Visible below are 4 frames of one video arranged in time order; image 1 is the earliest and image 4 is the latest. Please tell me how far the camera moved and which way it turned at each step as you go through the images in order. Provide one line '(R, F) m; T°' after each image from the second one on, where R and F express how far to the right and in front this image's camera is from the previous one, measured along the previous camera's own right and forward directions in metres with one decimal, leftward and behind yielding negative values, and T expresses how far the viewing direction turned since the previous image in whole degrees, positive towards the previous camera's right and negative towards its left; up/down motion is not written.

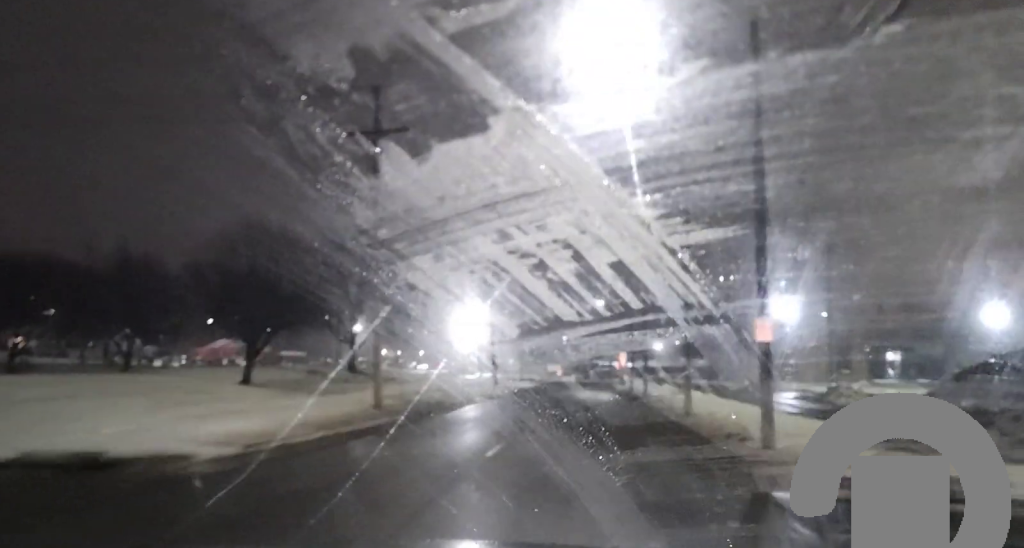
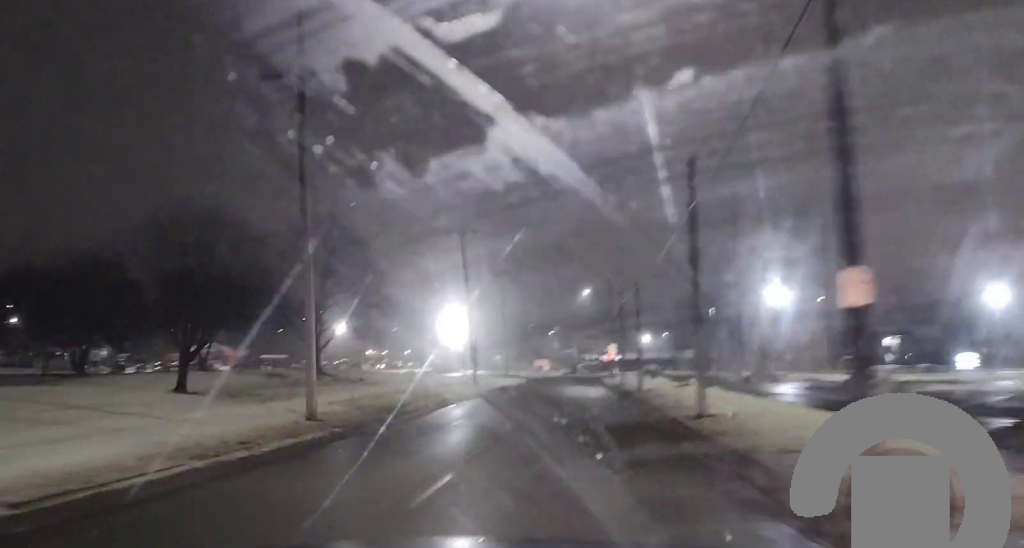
(0.0, +6.7) m; 0°
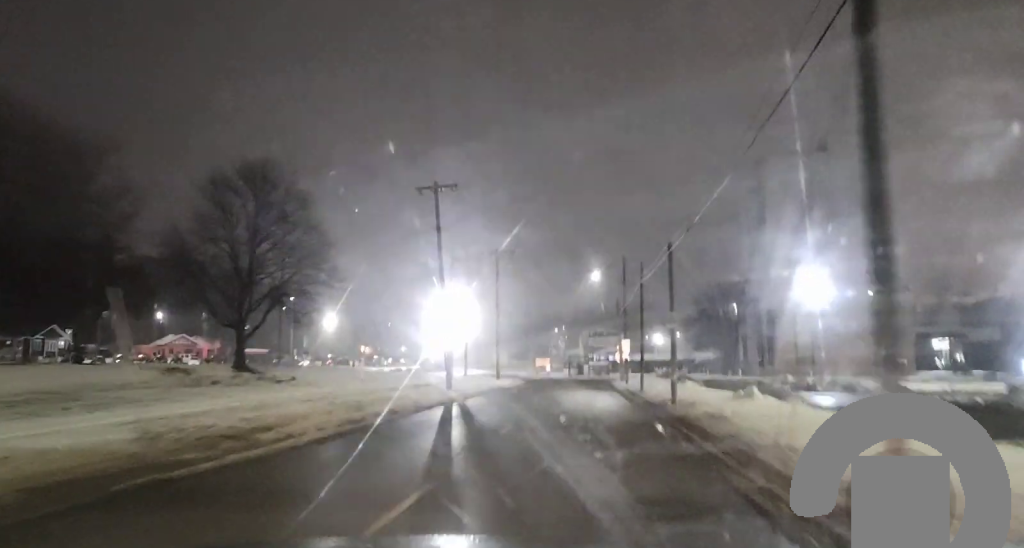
(-0.1, +14.7) m; 0°
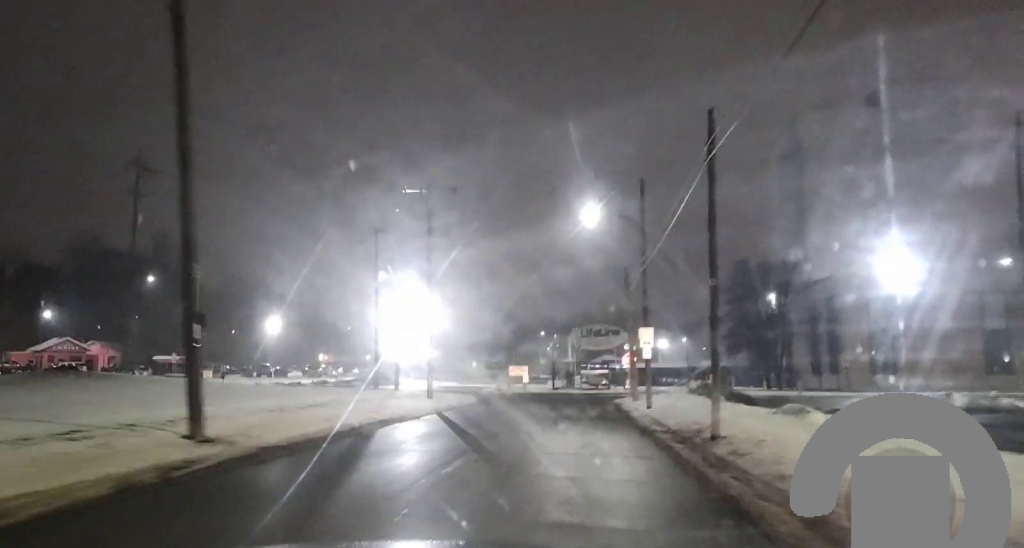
(+1.2, +30.5) m; +2°
